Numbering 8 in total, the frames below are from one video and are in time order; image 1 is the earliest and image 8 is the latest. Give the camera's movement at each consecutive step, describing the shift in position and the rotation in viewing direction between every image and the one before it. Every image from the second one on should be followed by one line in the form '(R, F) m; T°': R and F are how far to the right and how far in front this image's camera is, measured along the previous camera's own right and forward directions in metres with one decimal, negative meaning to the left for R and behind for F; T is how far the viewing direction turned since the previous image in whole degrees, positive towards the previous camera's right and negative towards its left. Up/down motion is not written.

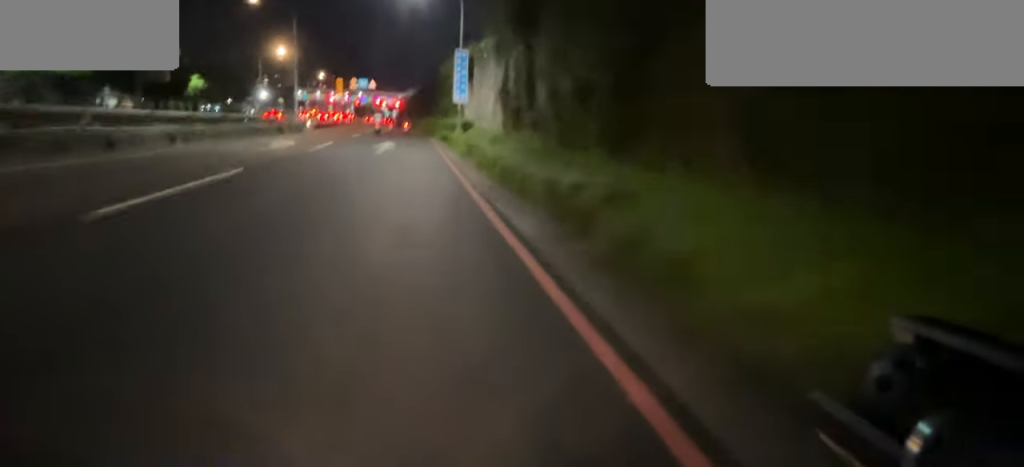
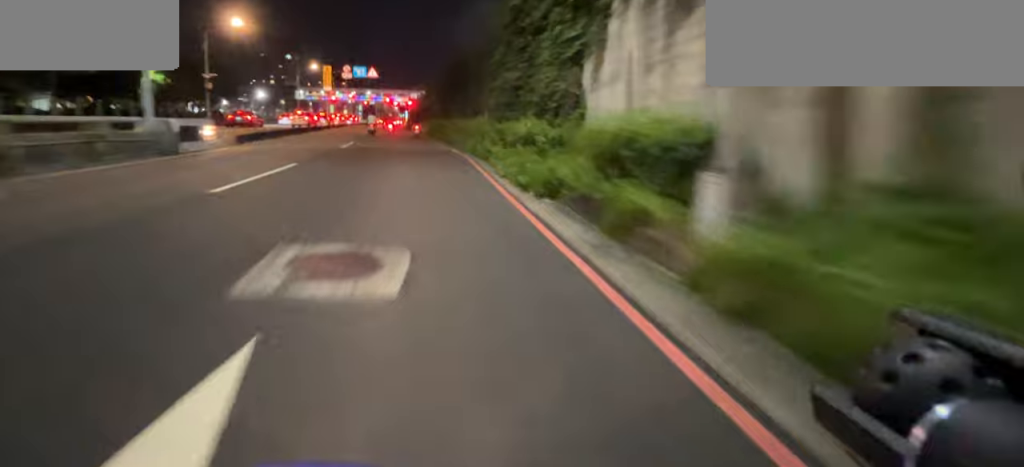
(-0.4, +18.0) m; -2°
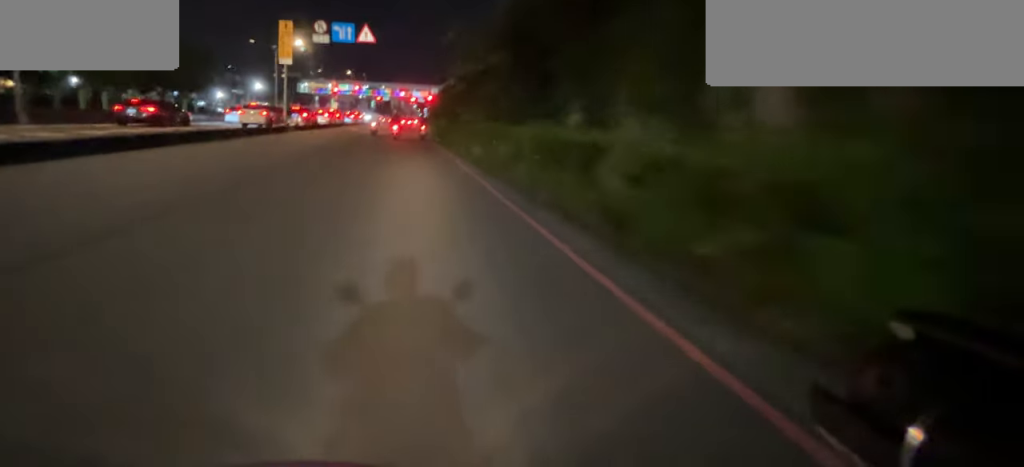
(-0.2, +19.2) m; -1°
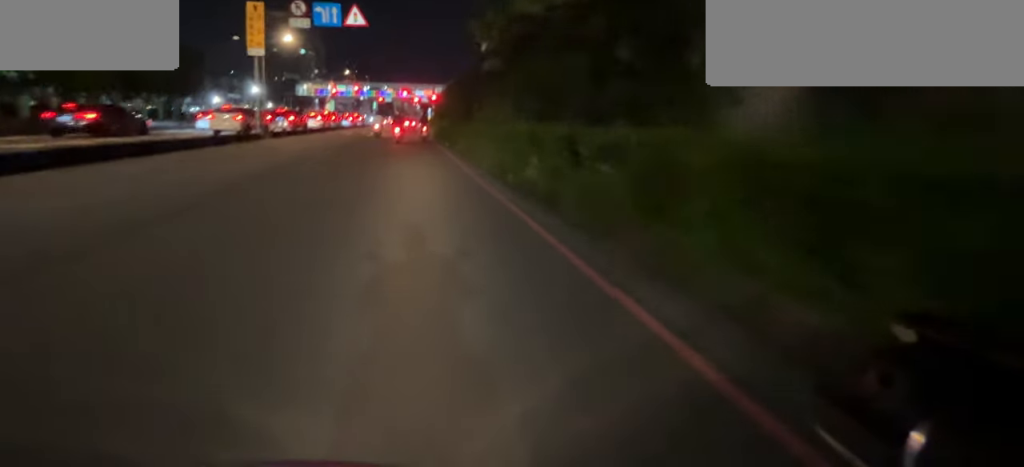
(0.0, +4.8) m; 0°
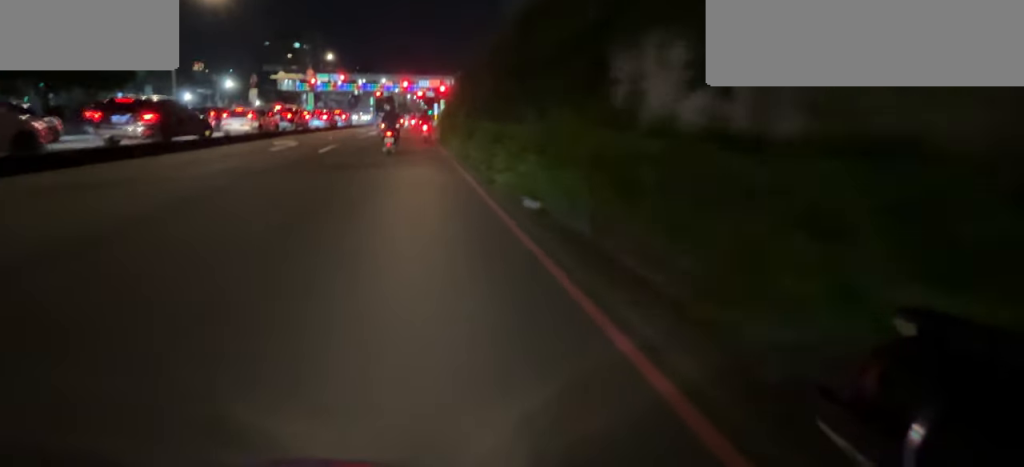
(+0.1, +14.8) m; +1°
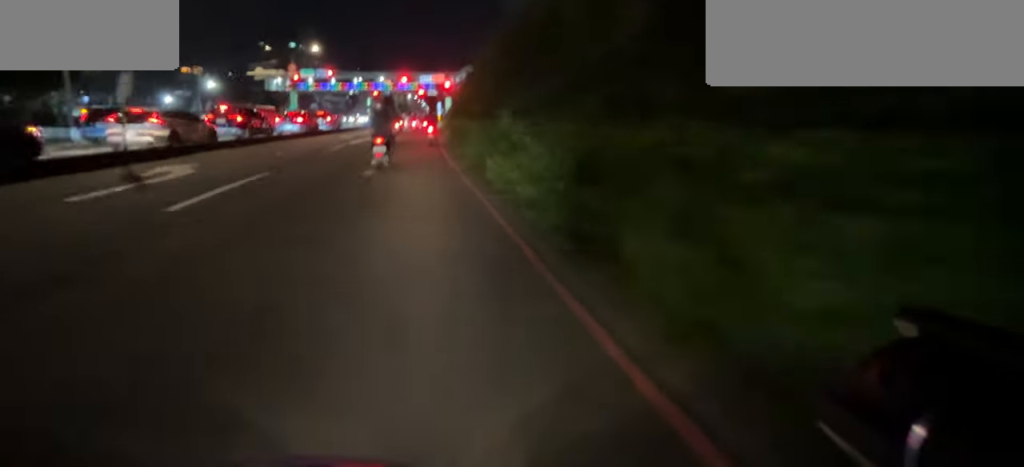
(0.0, +6.8) m; +1°
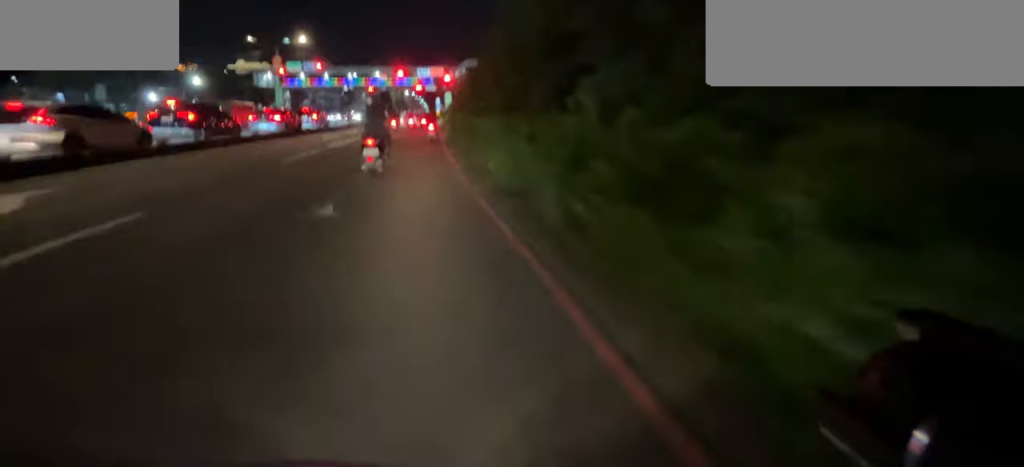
(0.0, +3.3) m; +1°
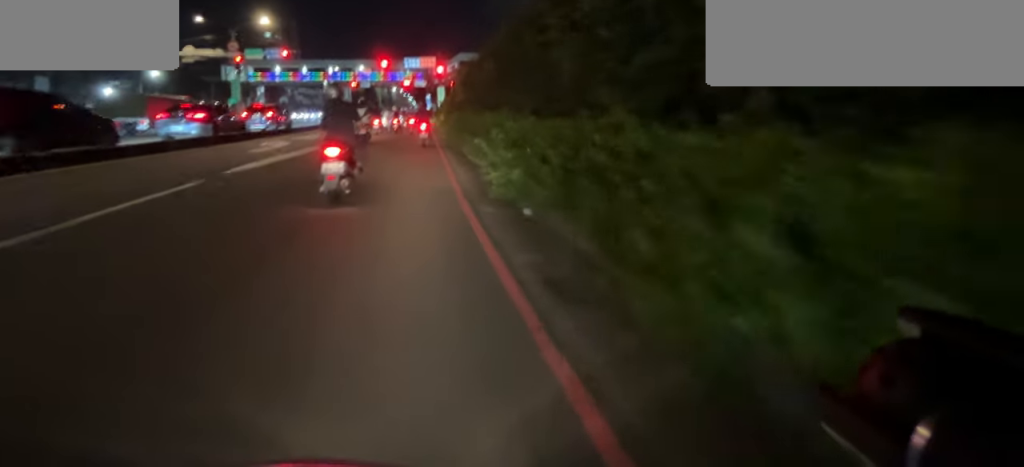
(+0.2, +5.2) m; +2°
